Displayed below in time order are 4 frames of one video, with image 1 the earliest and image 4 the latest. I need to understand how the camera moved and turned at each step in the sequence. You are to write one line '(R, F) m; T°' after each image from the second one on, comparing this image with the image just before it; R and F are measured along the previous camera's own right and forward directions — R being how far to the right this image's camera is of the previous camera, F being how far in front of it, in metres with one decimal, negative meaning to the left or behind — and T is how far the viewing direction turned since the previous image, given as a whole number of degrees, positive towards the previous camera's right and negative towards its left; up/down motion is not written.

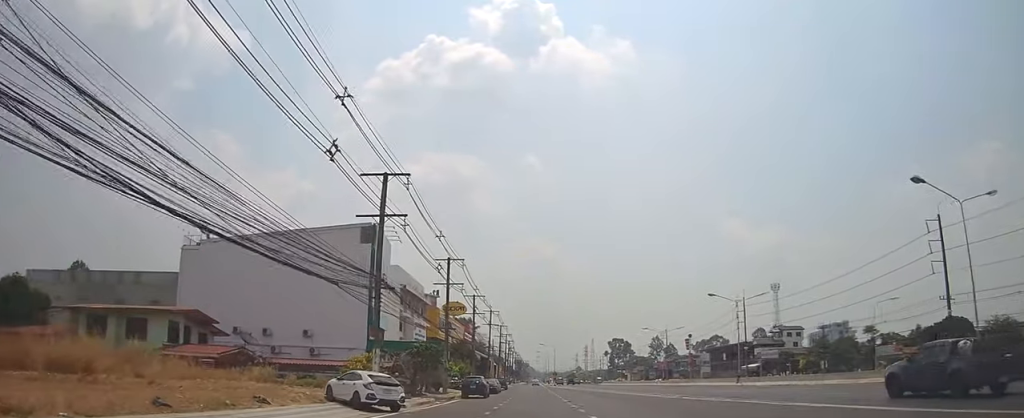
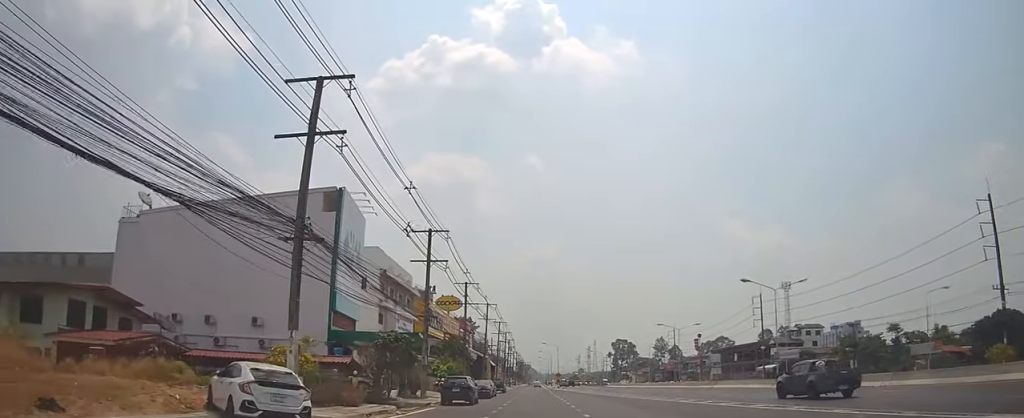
(+0.1, +9.4) m; +1°
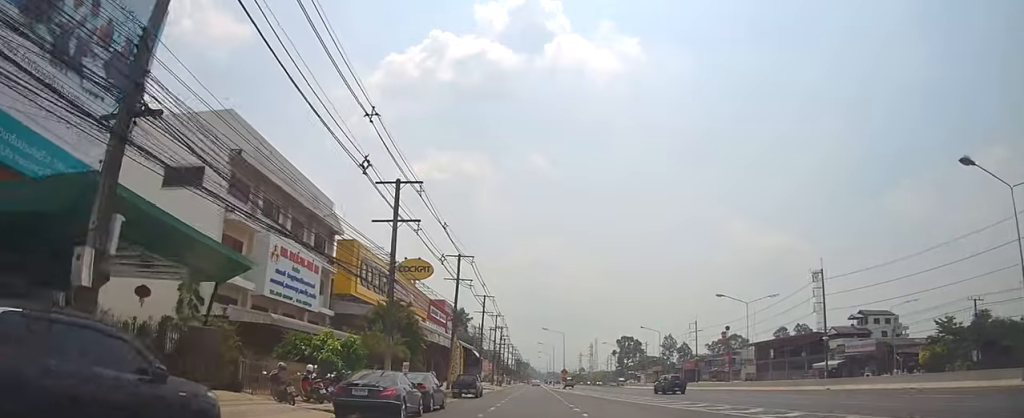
(-0.2, +29.1) m; 0°
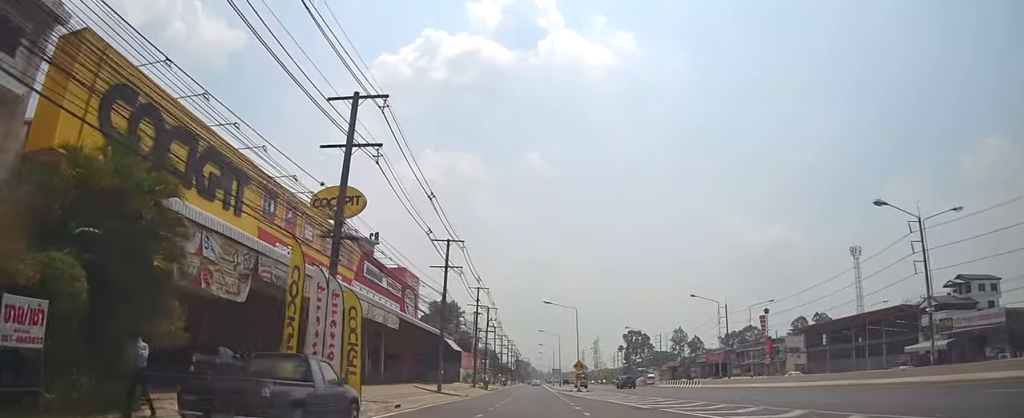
(+1.1, +29.7) m; 0°
